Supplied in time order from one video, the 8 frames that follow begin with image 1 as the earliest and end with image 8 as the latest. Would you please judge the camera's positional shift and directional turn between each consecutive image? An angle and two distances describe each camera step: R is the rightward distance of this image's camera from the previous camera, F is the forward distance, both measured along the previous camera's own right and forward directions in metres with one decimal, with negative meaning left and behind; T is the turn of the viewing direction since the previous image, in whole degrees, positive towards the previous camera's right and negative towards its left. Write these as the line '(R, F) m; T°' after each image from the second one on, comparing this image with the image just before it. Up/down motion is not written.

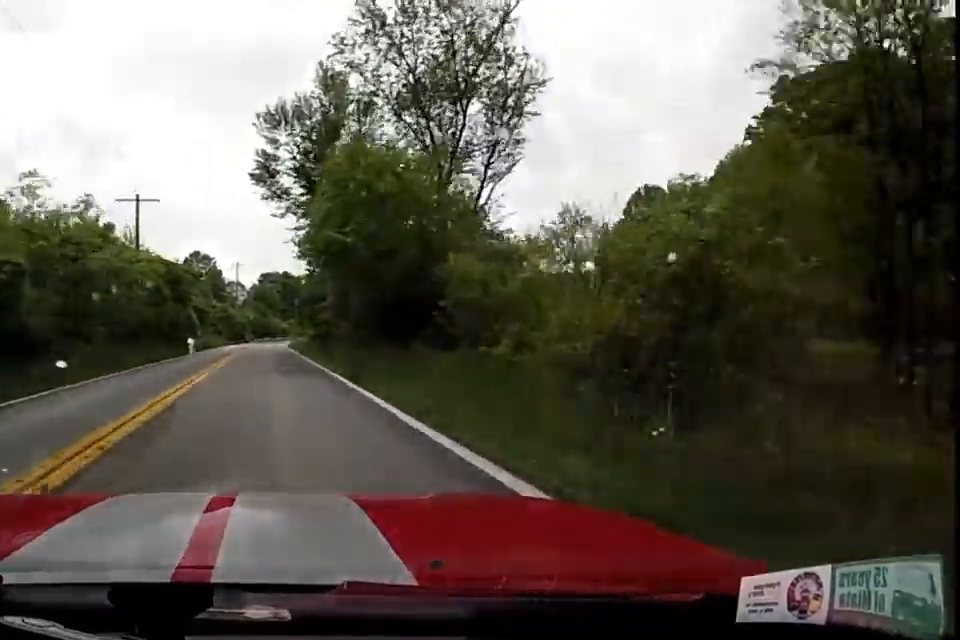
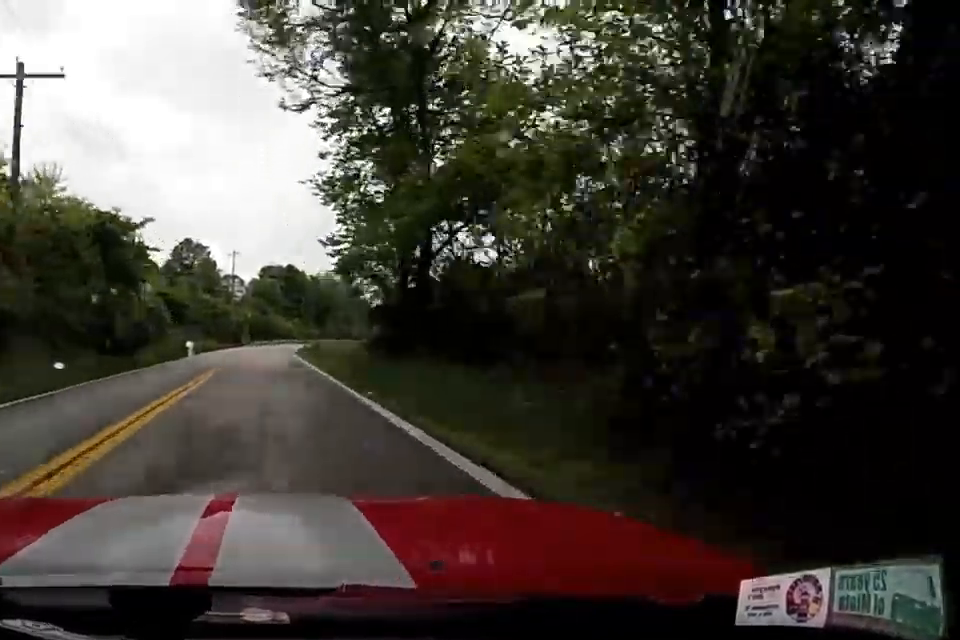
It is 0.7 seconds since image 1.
(-0.7, +16.8) m; +1°
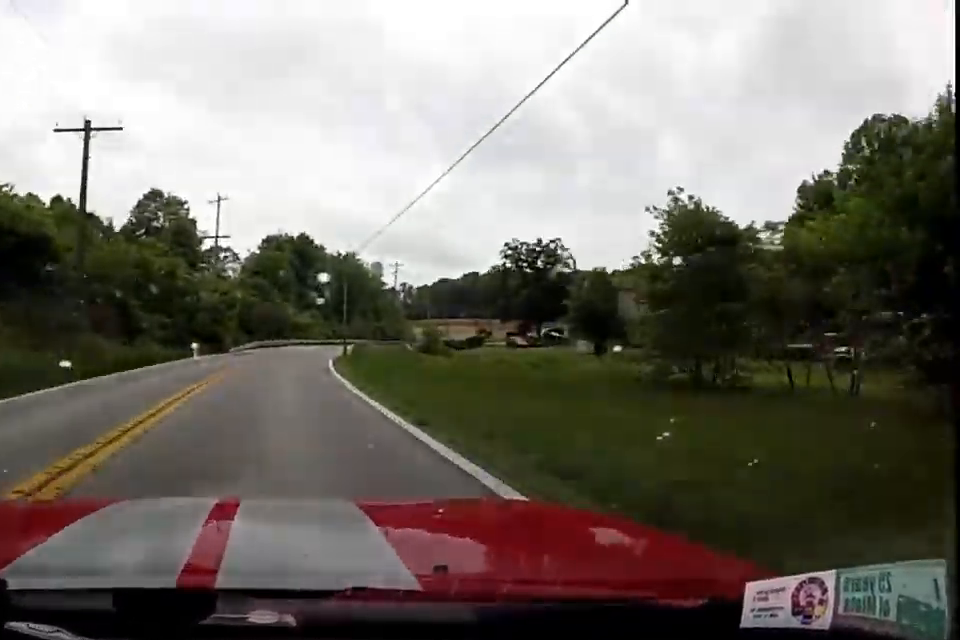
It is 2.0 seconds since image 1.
(+1.2, +32.8) m; +4°
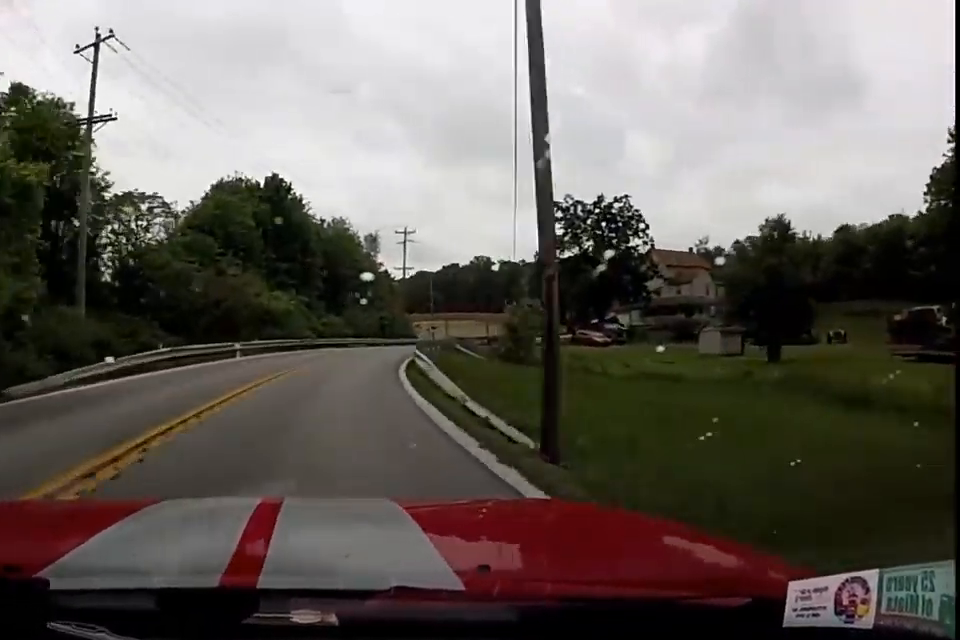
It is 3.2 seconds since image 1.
(+0.9, +29.4) m; +5°
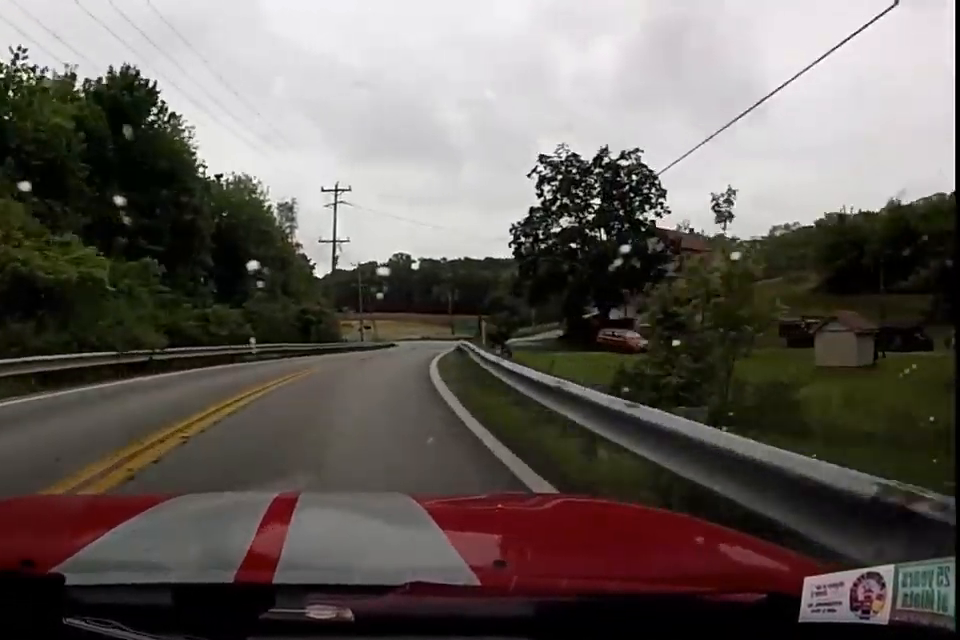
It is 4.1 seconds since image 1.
(+1.1, +22.4) m; +6°
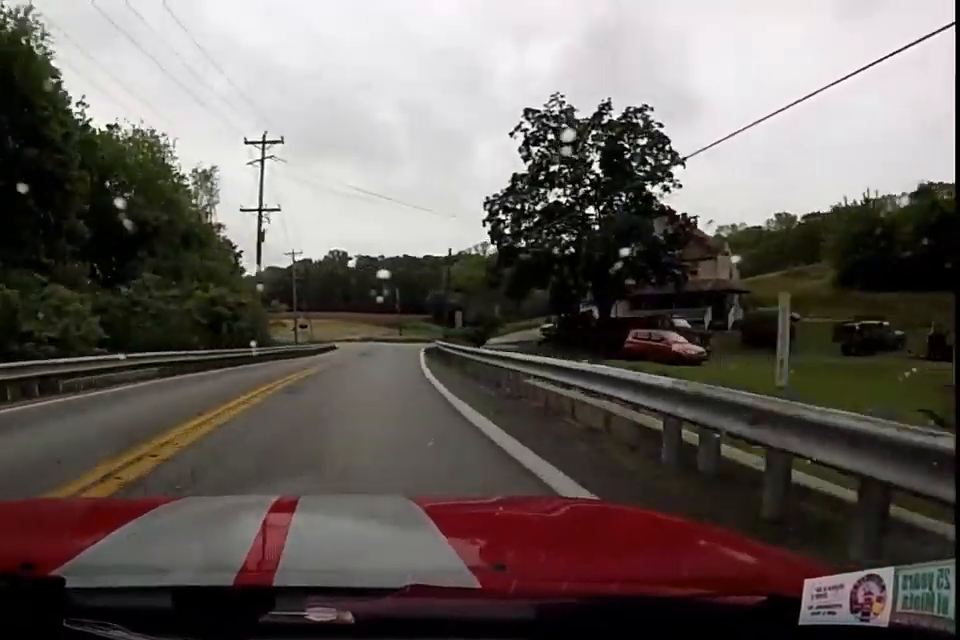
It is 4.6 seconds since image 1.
(+0.8, +12.5) m; +2°
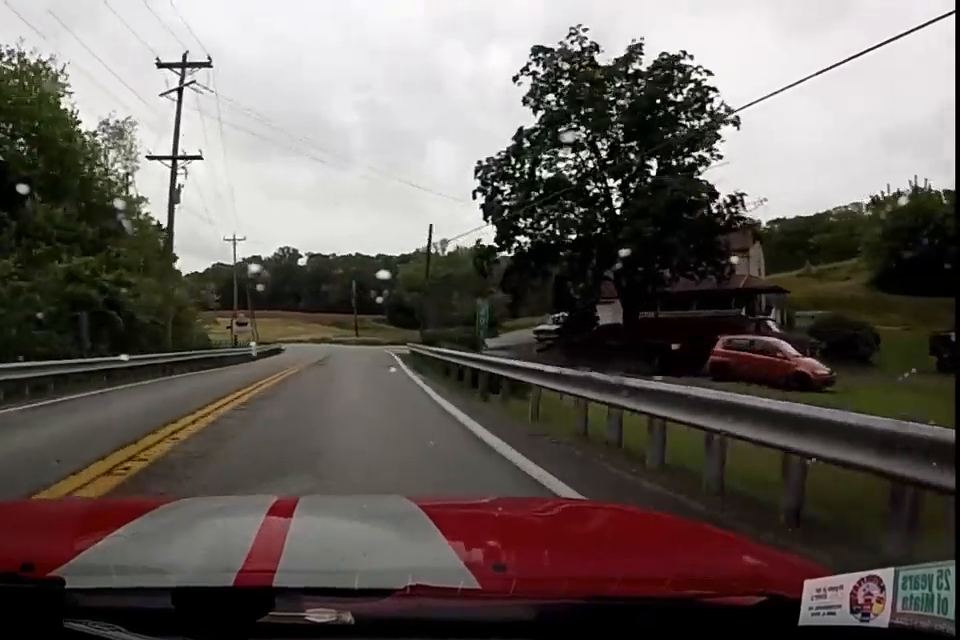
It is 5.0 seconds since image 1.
(+0.3, +10.9) m; +2°
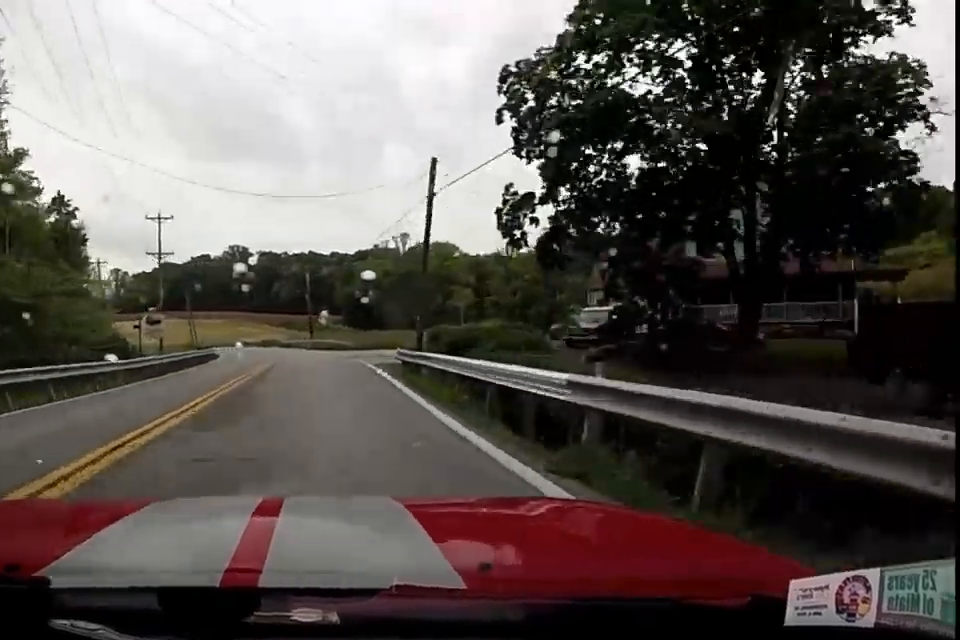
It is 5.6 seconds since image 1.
(0.0, +13.6) m; 0°
